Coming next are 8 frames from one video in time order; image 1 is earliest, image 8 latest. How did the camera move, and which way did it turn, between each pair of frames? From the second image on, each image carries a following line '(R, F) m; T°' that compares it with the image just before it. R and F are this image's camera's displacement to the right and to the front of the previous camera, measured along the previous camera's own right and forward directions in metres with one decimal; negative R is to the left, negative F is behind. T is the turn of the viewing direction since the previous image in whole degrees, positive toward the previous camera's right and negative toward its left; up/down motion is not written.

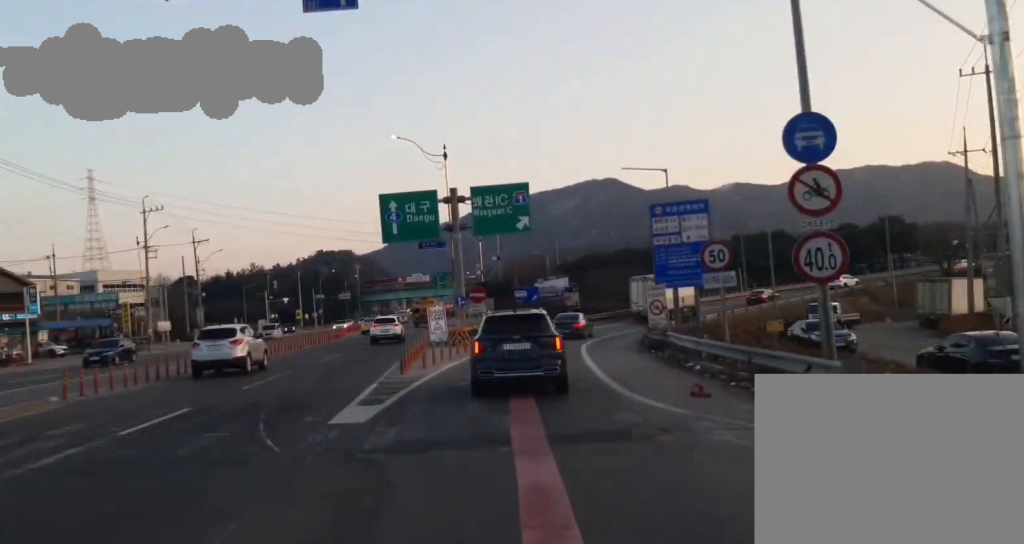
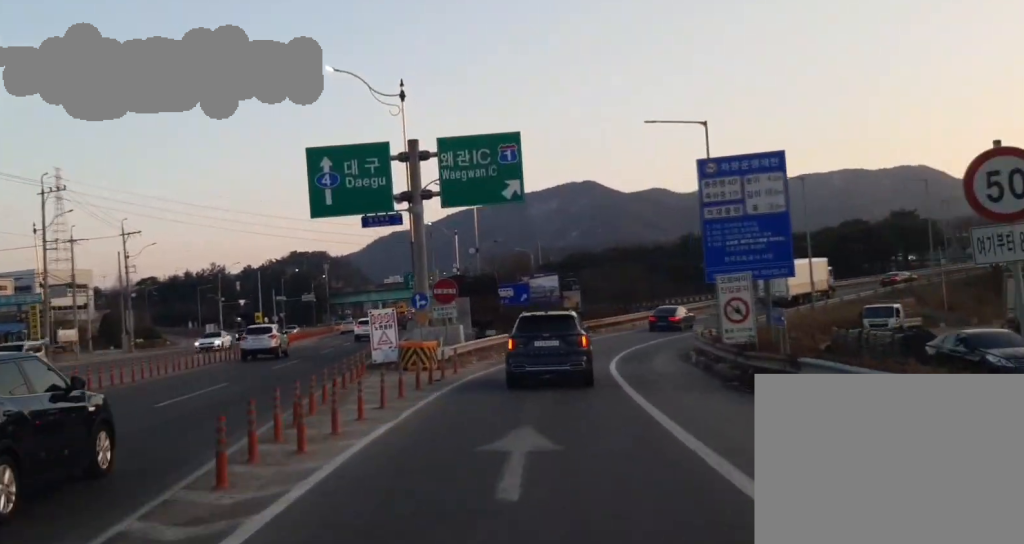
(+0.7, +16.5) m; +4°
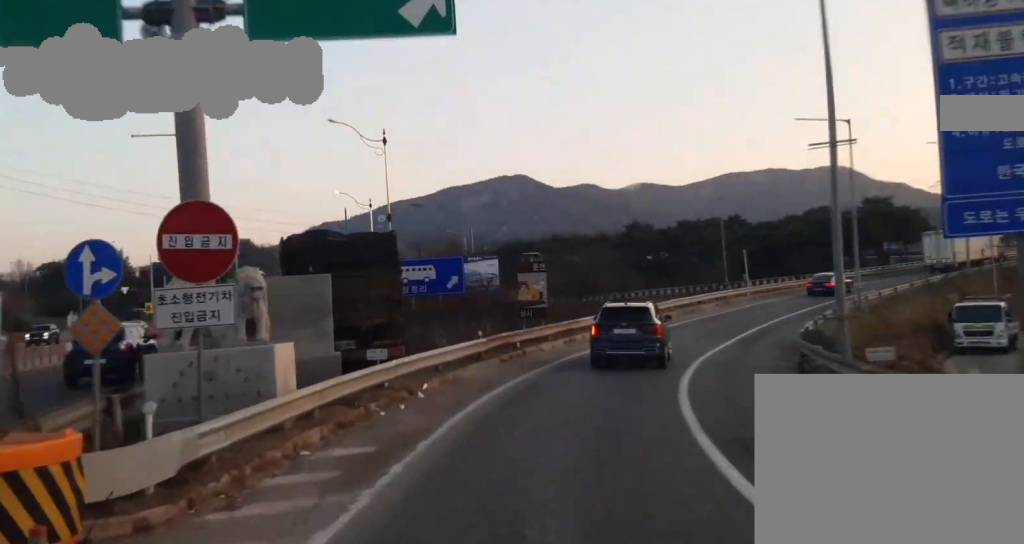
(+0.5, +22.4) m; +2°
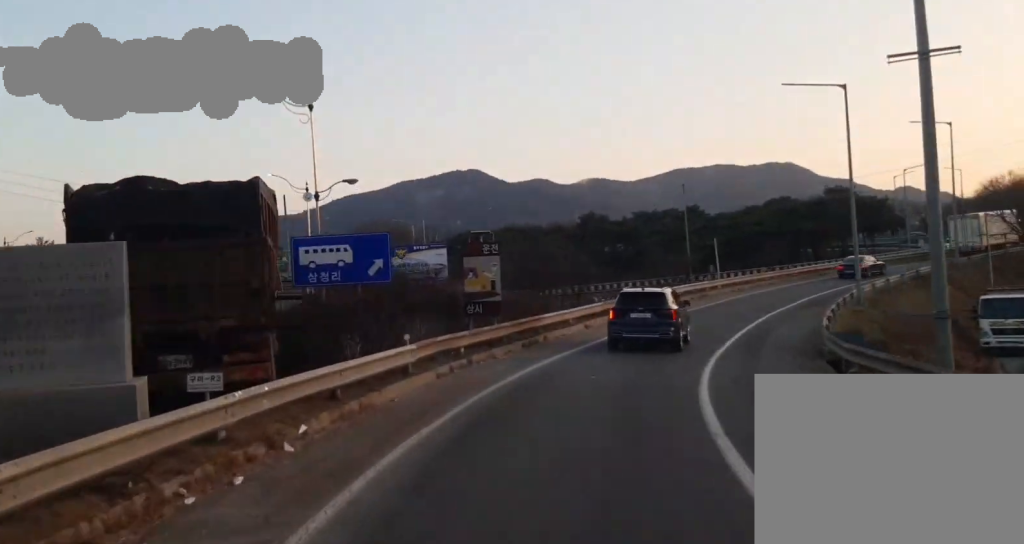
(0.0, +7.3) m; +3°
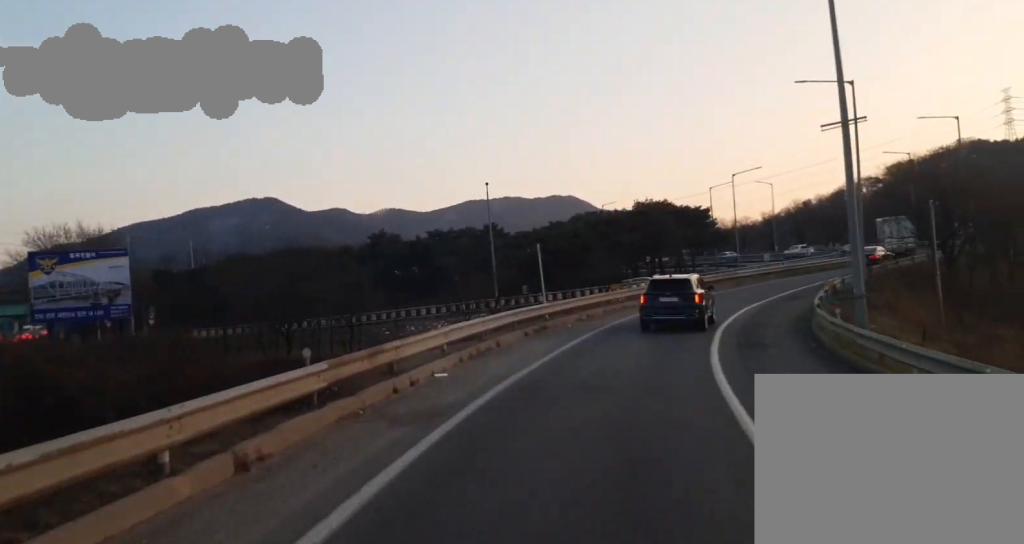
(+3.1, +22.7) m; +17°
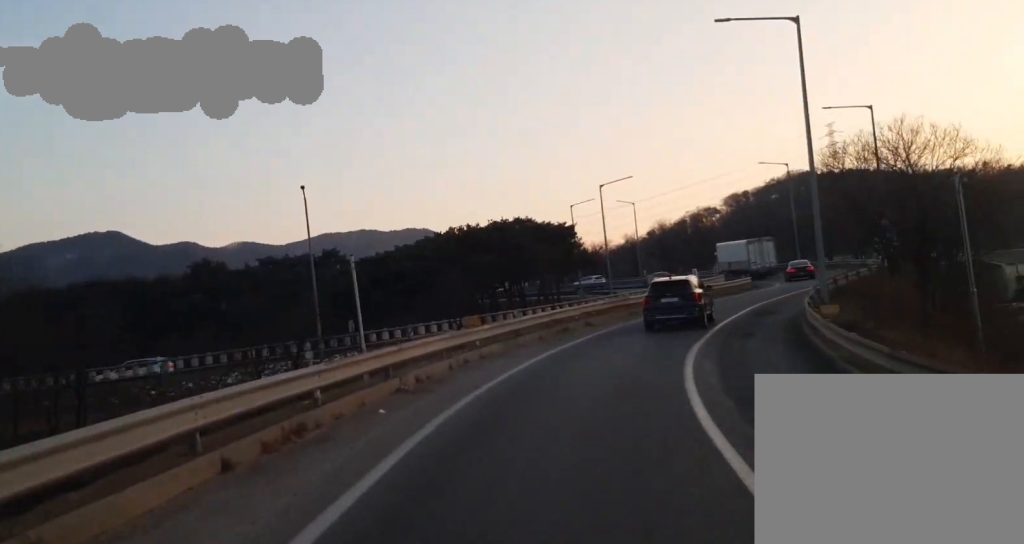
(+2.0, +16.1) m; +7°
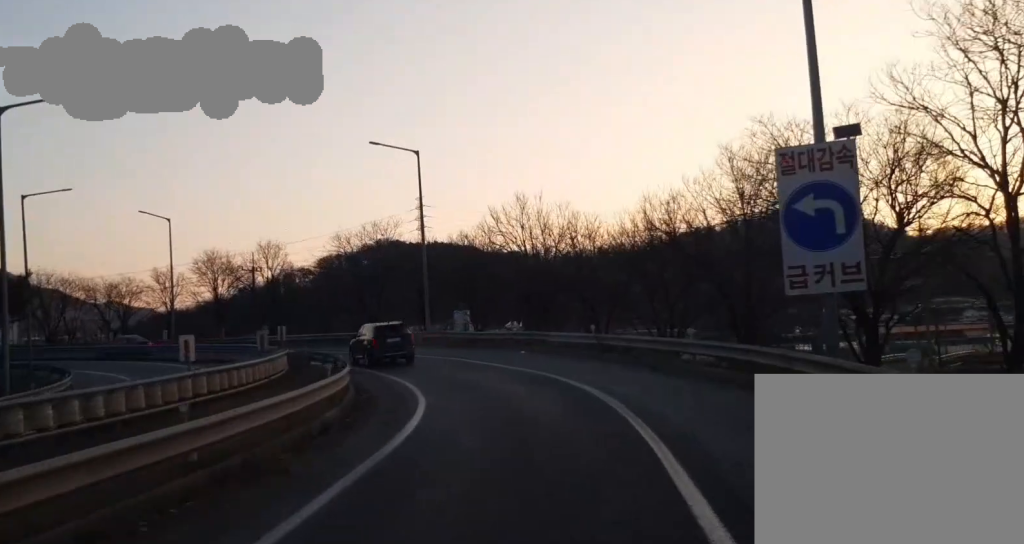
(0.0, +44.7) m; -11°
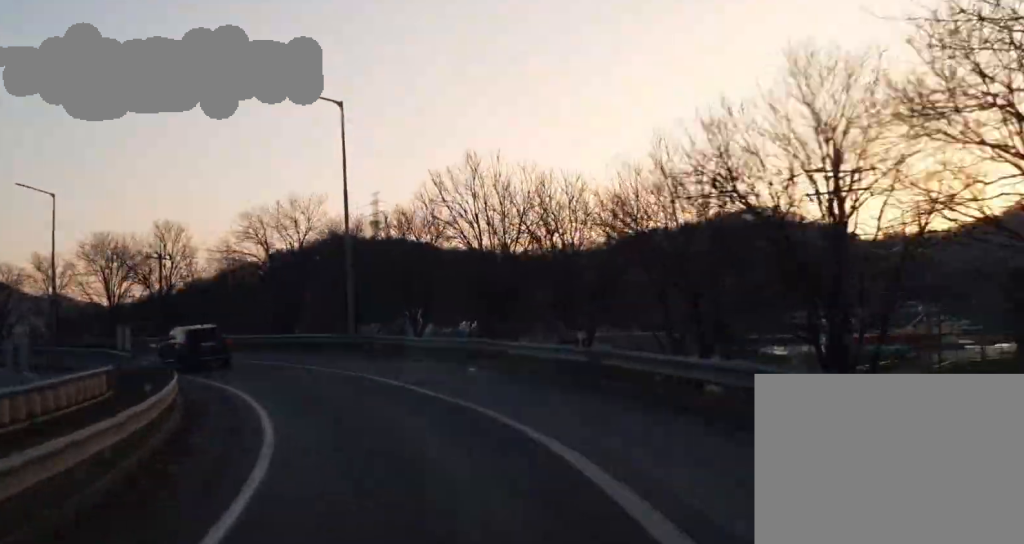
(-0.4, +9.8) m; -11°
